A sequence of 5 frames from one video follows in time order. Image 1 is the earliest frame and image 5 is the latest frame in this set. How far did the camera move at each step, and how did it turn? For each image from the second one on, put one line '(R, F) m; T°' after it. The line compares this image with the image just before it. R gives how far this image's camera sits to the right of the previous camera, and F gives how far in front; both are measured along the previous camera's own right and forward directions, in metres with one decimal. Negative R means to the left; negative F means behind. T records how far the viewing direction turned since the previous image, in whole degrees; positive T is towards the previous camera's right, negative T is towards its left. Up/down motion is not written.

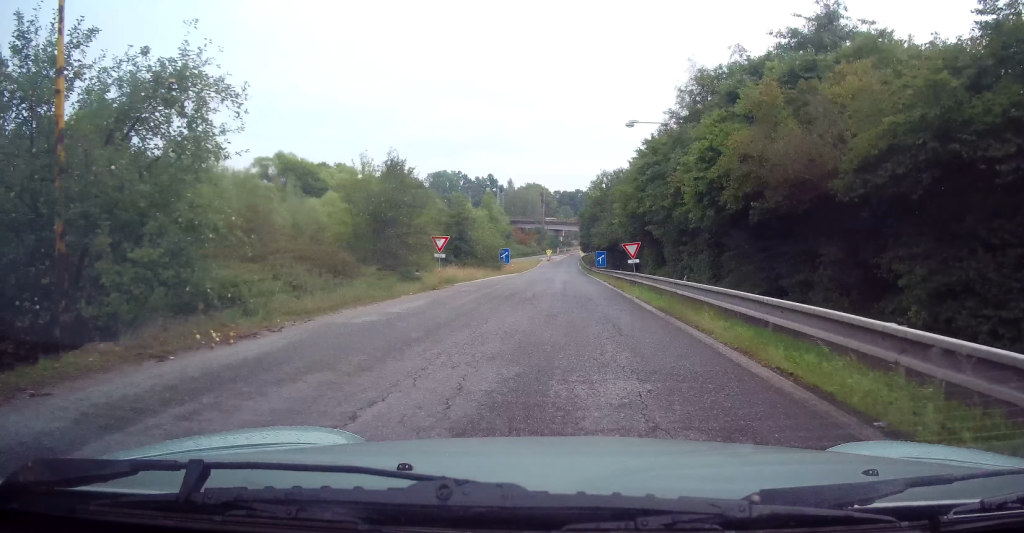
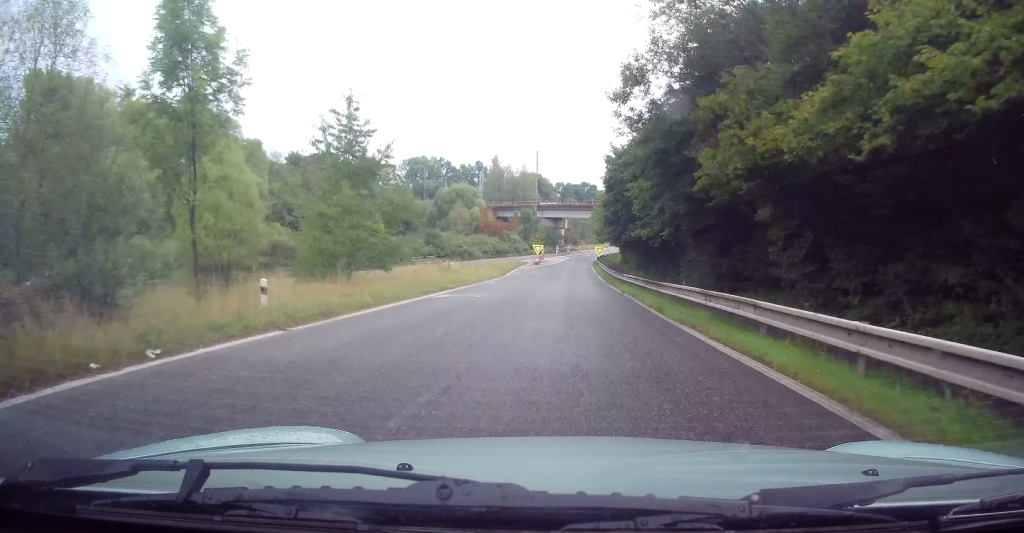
(+0.9, +57.4) m; +2°
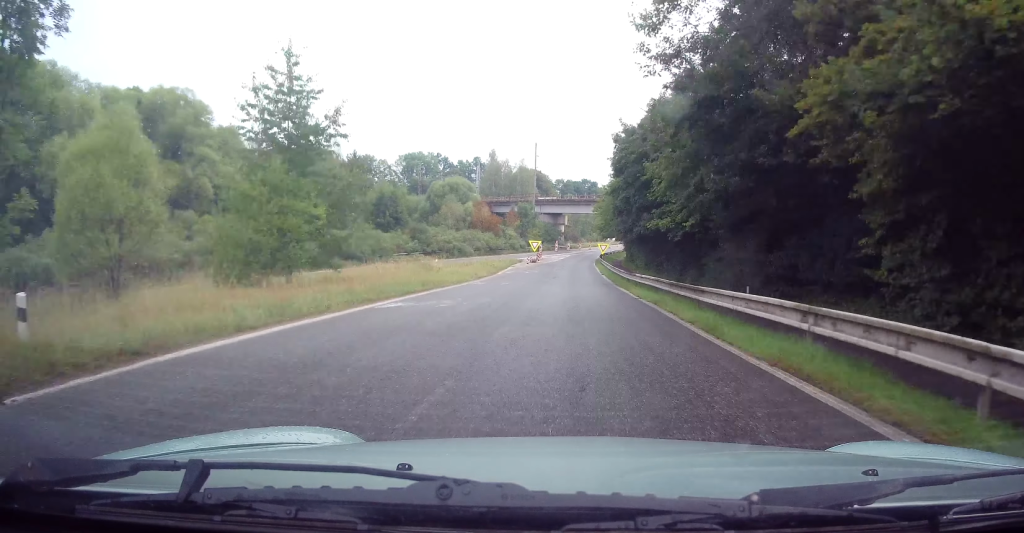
(+0.1, +5.7) m; 0°
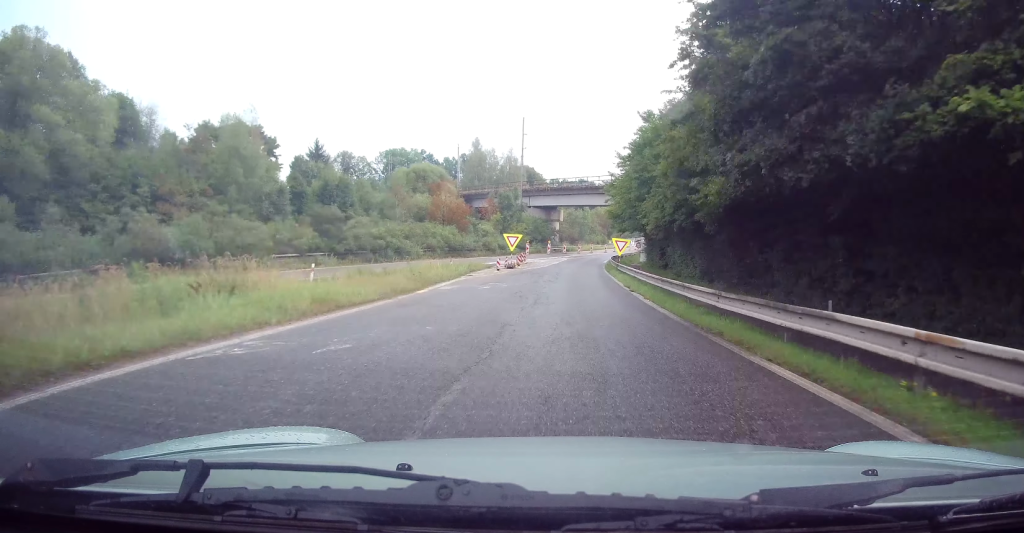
(-0.1, +21.3) m; -1°
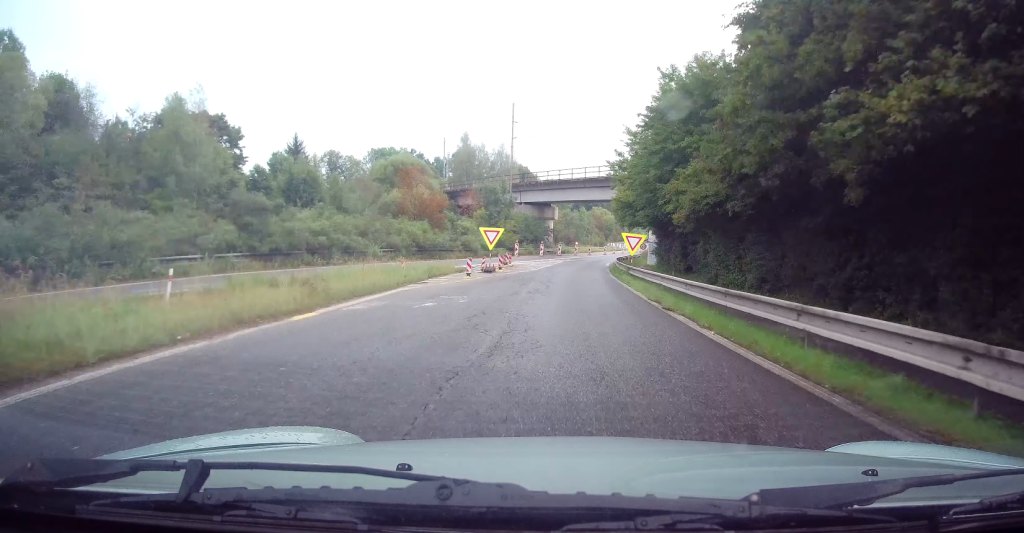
(0.0, +8.7) m; +1°
